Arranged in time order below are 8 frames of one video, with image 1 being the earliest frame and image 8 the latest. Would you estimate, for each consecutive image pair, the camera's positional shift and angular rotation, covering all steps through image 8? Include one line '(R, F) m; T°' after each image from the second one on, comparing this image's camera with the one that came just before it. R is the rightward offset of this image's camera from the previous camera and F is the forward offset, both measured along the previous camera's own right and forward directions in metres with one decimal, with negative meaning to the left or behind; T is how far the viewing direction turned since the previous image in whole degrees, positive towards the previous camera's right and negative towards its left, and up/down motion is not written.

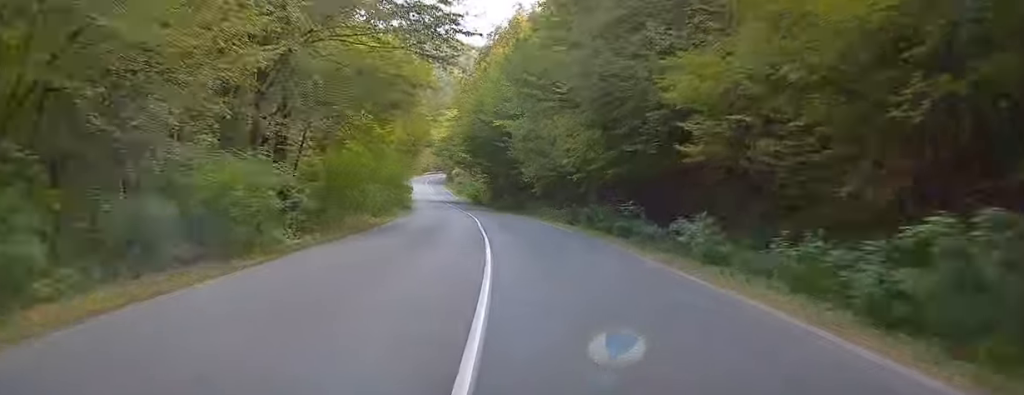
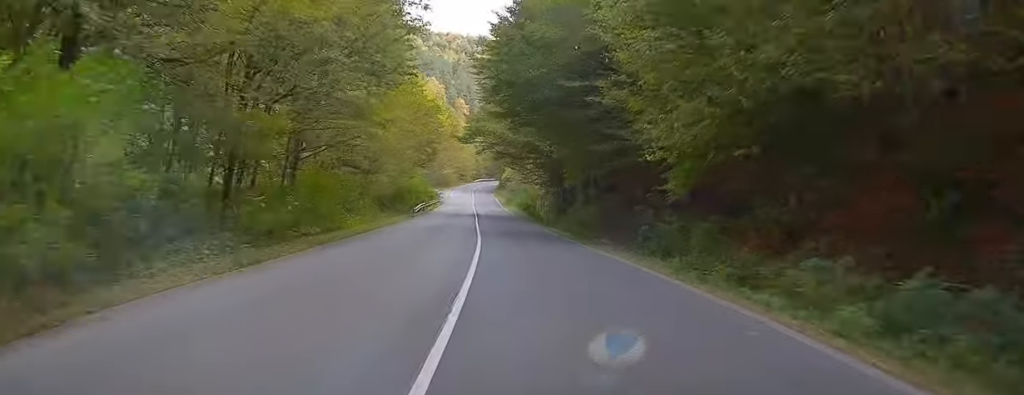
(-1.8, +31.4) m; -6°
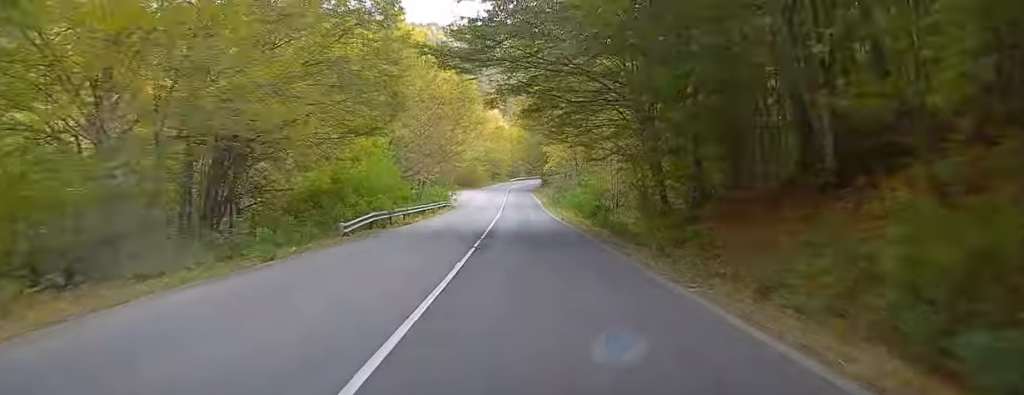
(-1.3, +30.4) m; -4°
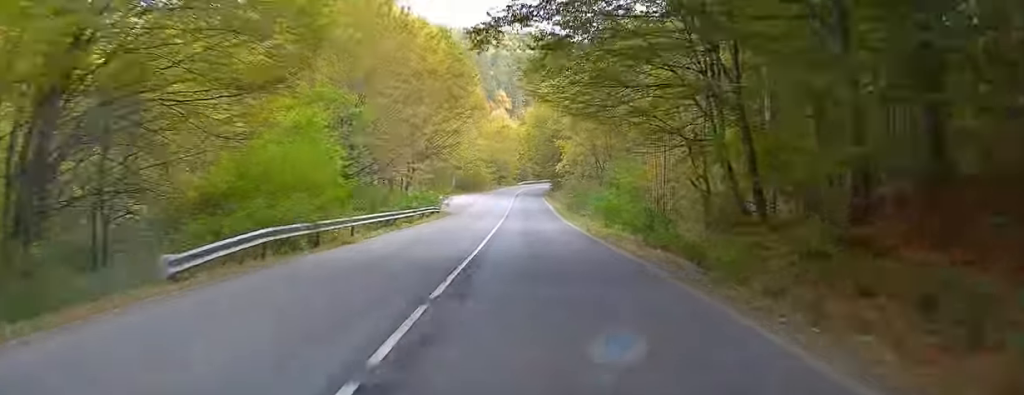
(-0.1, +12.1) m; -1°
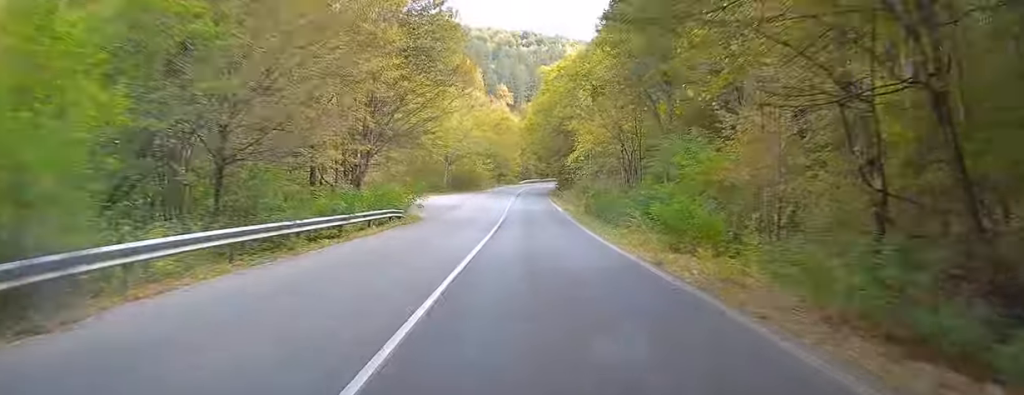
(-0.2, +13.8) m; -1°
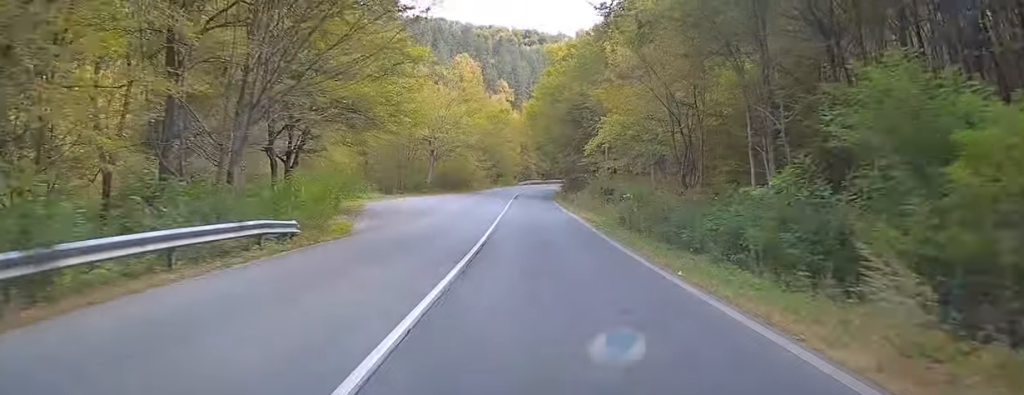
(-0.1, +14.5) m; -1°
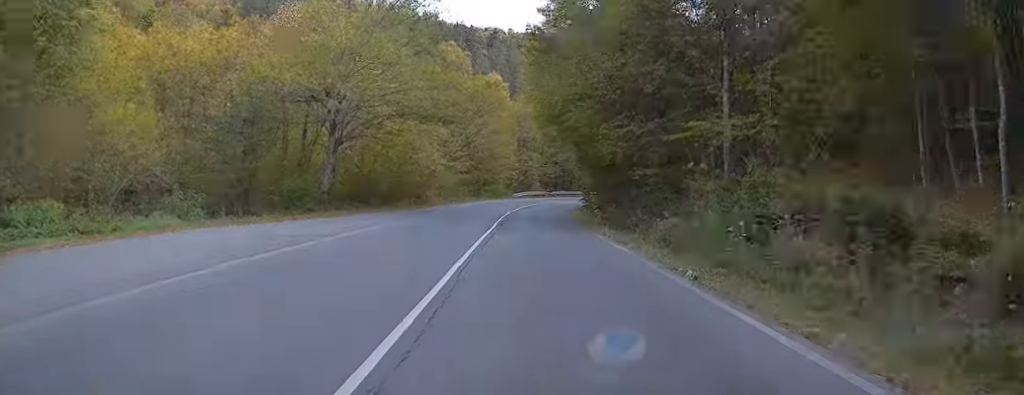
(-0.2, +37.0) m; 0°
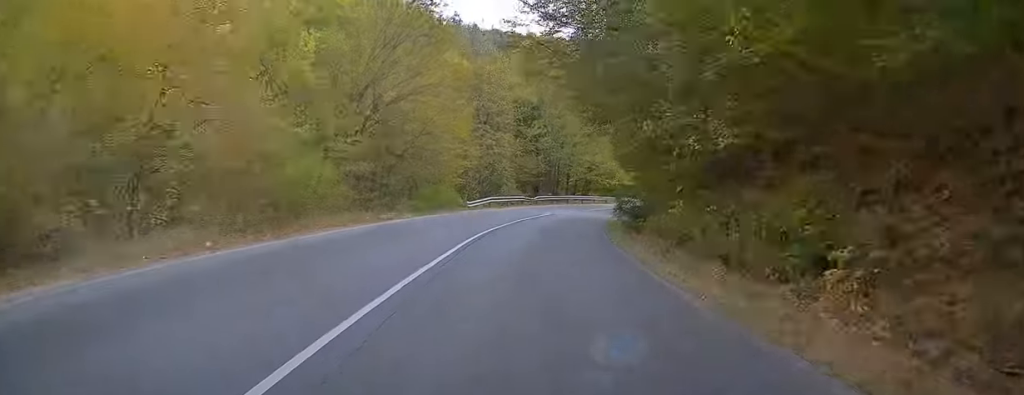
(+0.7, +33.9) m; +3°
